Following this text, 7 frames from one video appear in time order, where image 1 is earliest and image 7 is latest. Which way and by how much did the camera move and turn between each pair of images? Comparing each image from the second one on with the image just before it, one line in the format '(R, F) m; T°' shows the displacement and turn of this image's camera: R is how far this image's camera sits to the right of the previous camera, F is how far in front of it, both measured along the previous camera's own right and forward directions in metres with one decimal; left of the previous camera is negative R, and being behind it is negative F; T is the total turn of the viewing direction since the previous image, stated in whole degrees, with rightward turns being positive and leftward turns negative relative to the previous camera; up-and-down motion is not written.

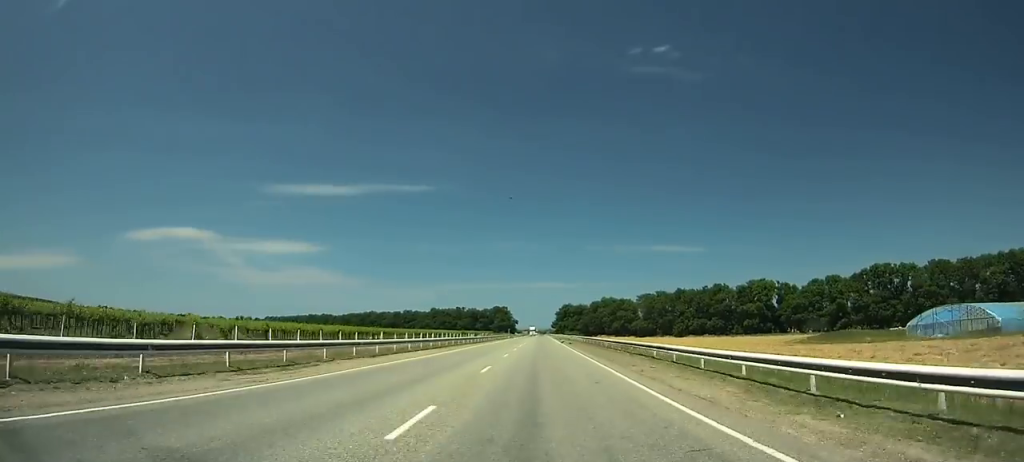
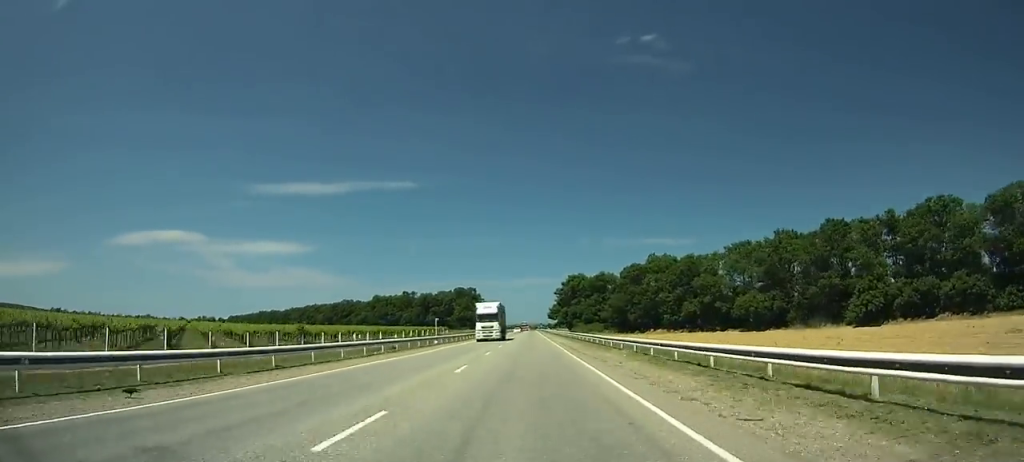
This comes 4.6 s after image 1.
(+2.7, +122.5) m; +1°
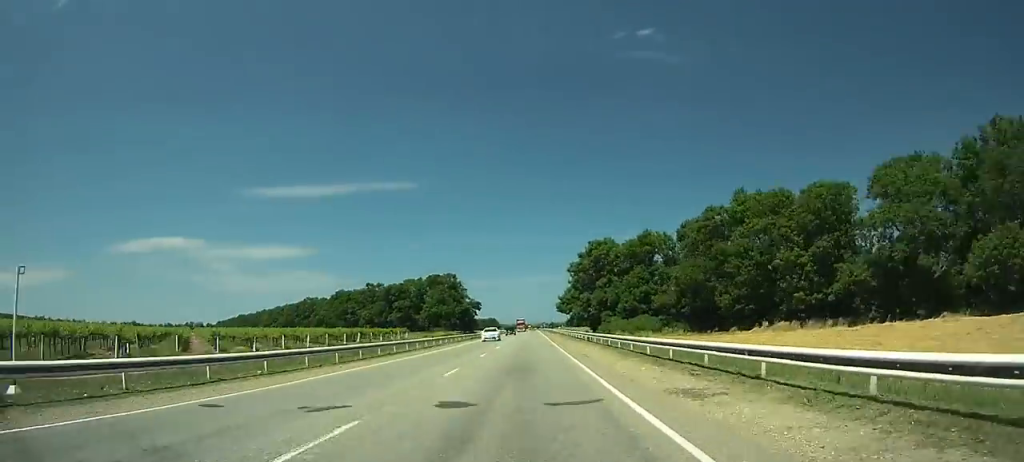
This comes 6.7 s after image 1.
(-0.4, +55.8) m; 0°
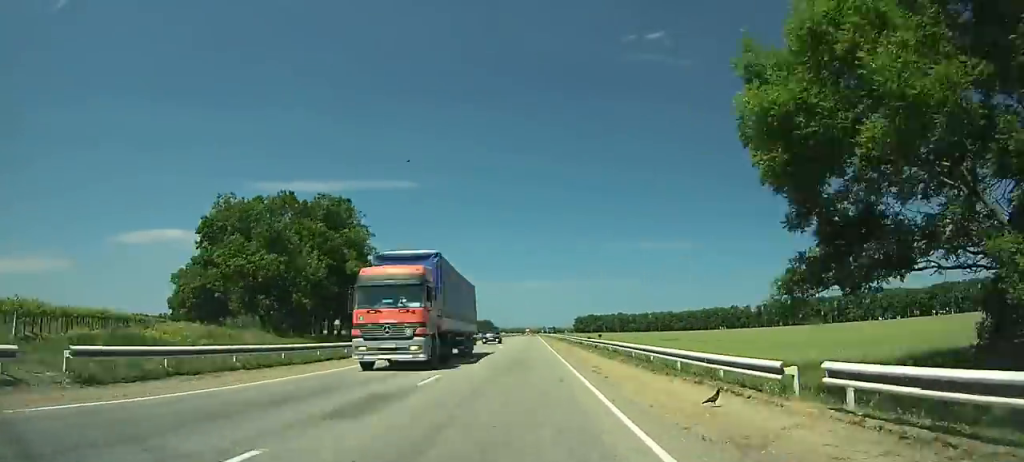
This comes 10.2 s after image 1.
(-0.1, +92.0) m; 0°
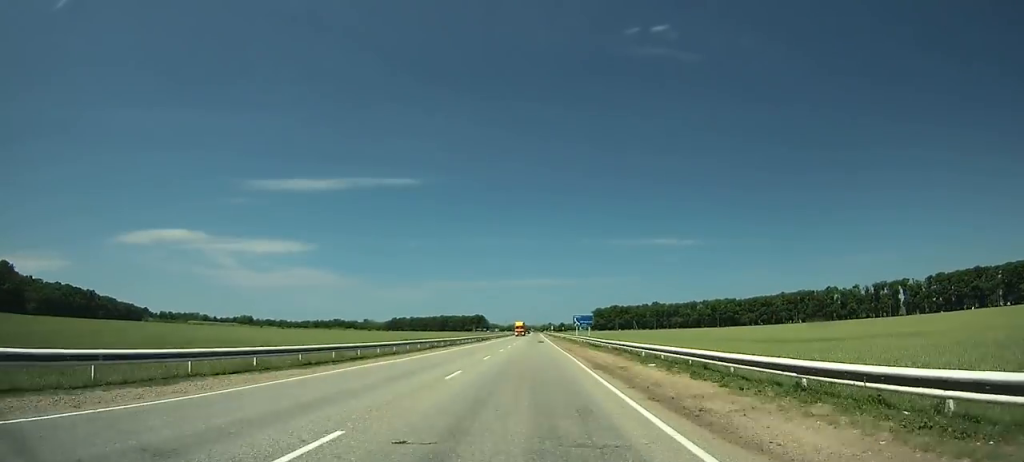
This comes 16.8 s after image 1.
(-0.7, +167.3) m; 0°
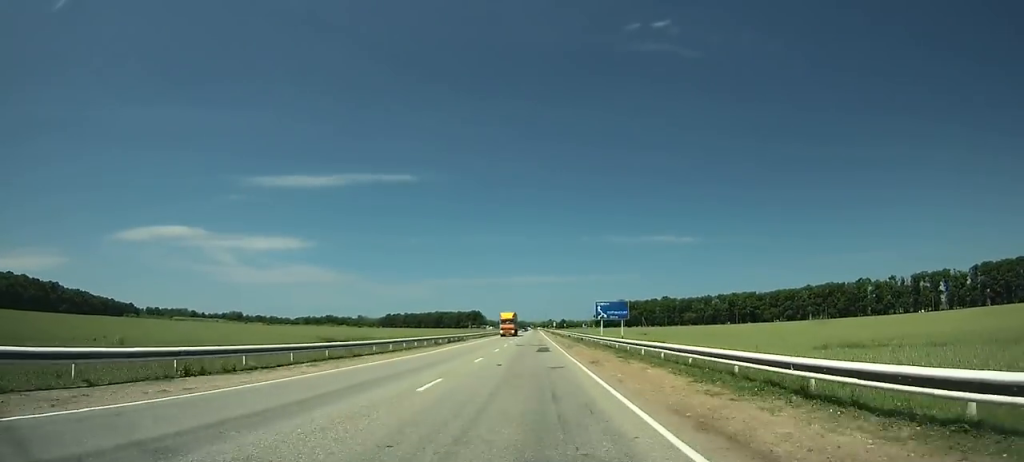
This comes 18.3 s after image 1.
(+0.1, +36.5) m; 0°
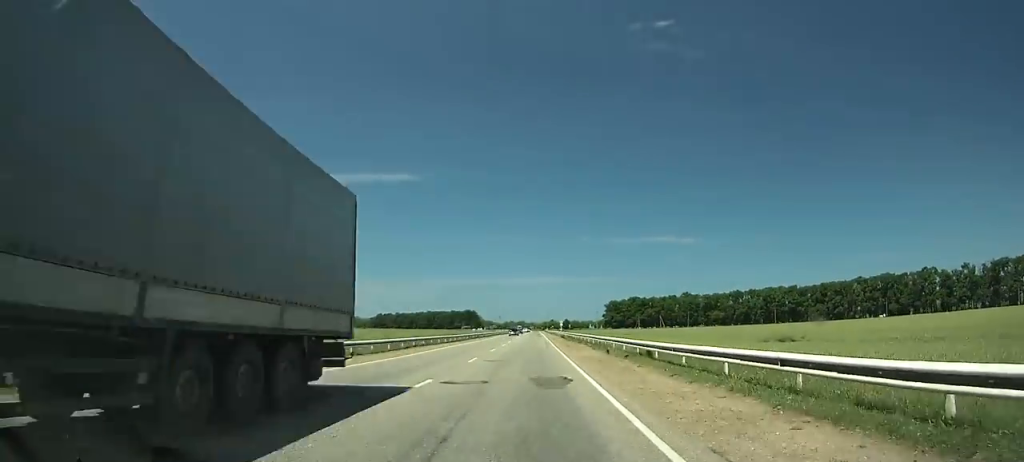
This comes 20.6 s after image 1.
(0.0, +55.2) m; 0°
